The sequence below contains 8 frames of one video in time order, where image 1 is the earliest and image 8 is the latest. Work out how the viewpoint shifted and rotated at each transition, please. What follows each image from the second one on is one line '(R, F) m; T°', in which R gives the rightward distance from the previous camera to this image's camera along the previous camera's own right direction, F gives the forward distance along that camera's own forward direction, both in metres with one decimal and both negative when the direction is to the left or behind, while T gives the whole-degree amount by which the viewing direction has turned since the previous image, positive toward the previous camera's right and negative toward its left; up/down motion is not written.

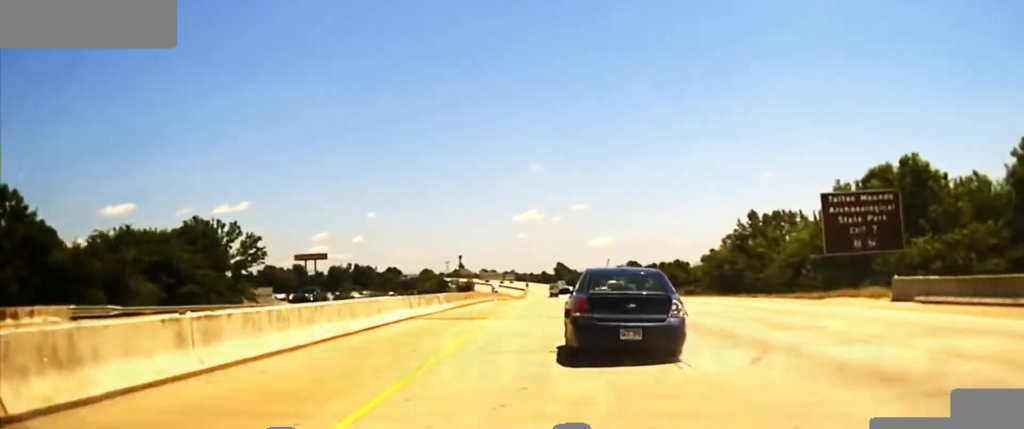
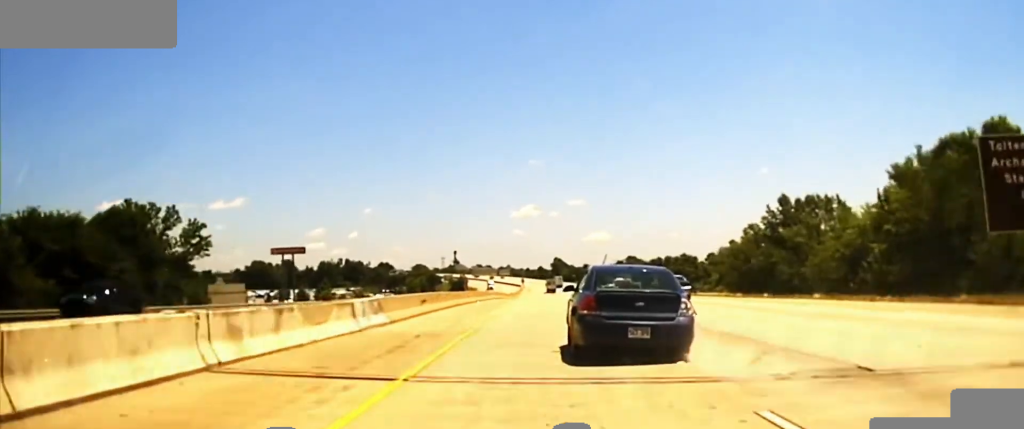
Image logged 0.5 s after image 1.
(-0.2, +18.4) m; 0°
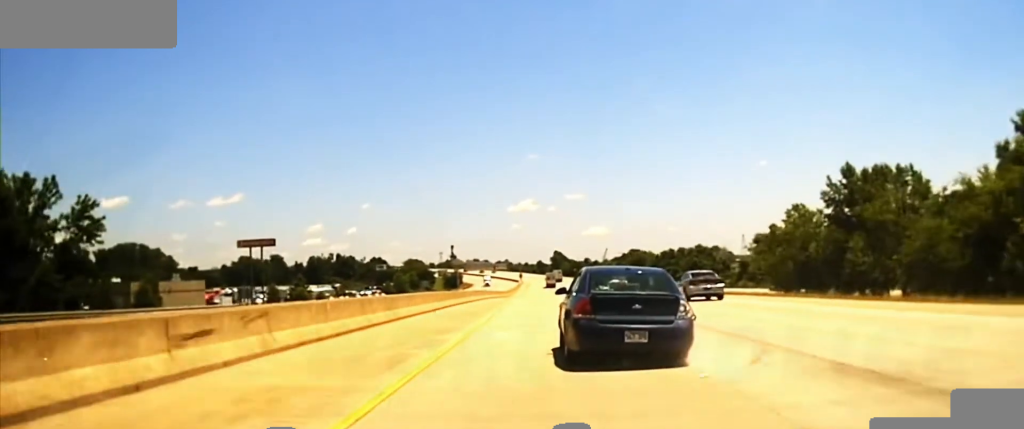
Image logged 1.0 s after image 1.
(+0.1, +19.2) m; 0°
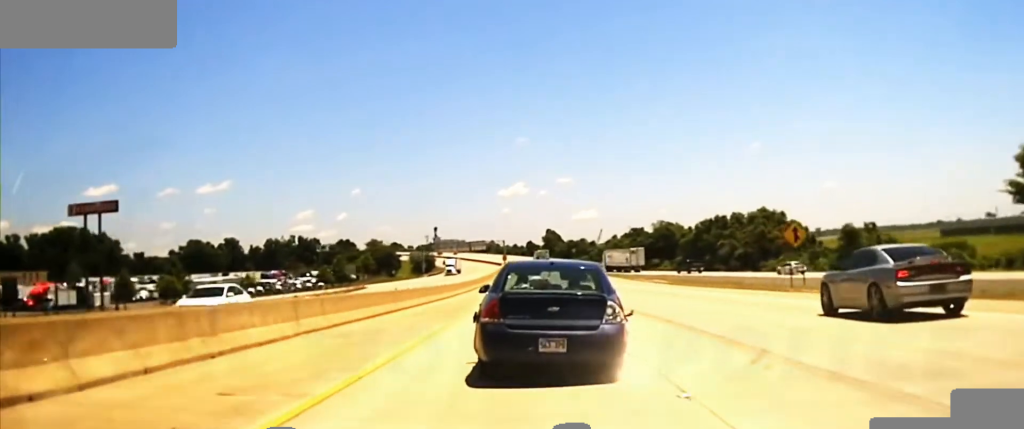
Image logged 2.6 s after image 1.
(+0.1, +62.0) m; 0°
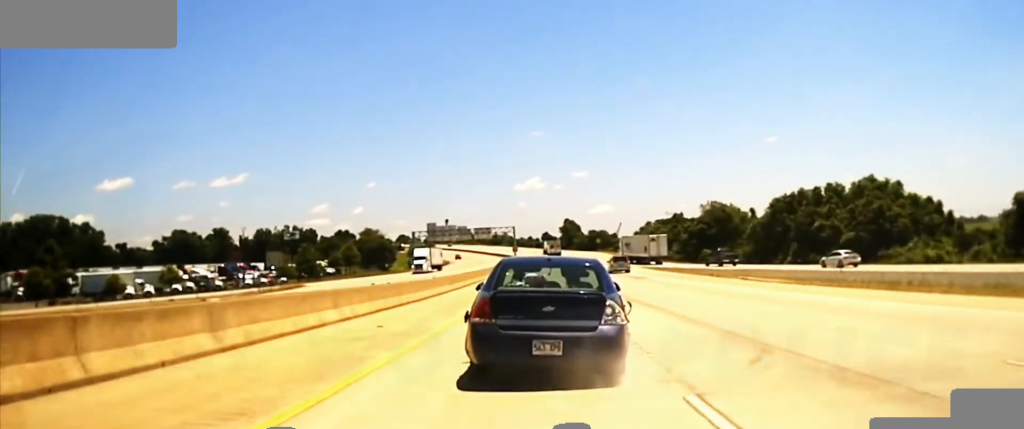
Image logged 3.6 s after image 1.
(-0.3, +47.5) m; 0°
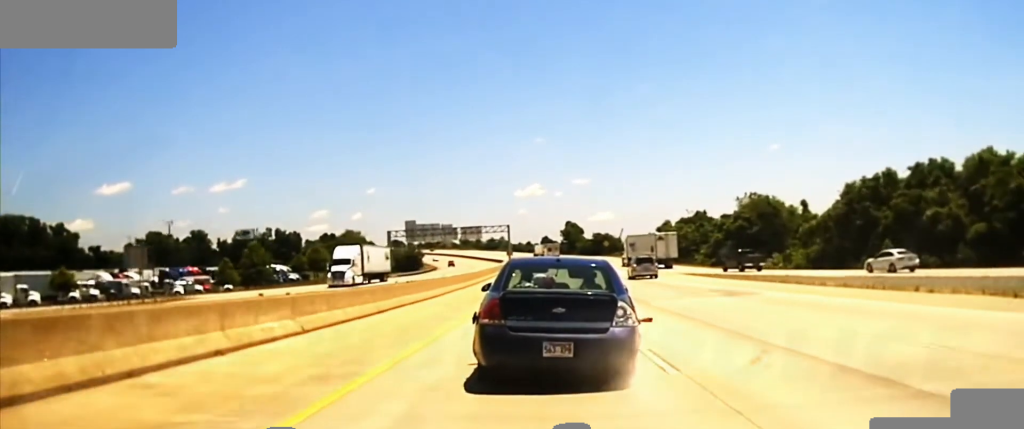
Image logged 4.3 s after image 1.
(0.0, +39.3) m; 0°
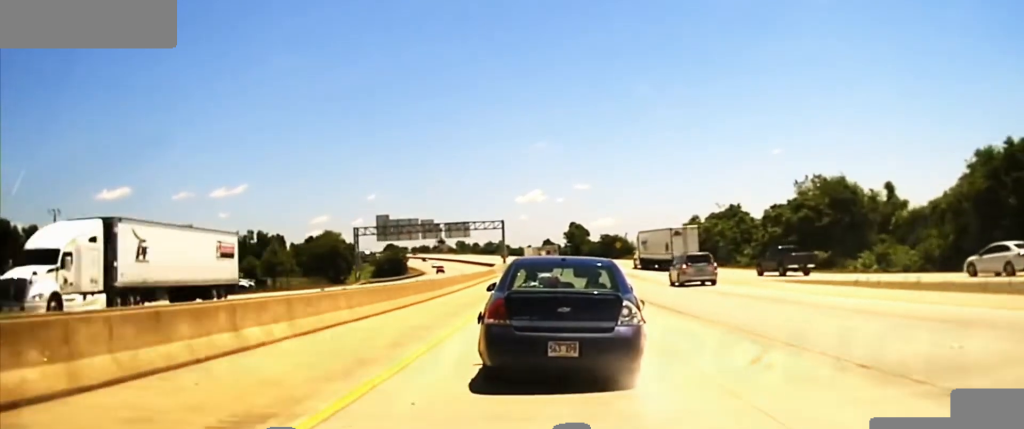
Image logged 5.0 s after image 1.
(-0.1, +37.3) m; 0°
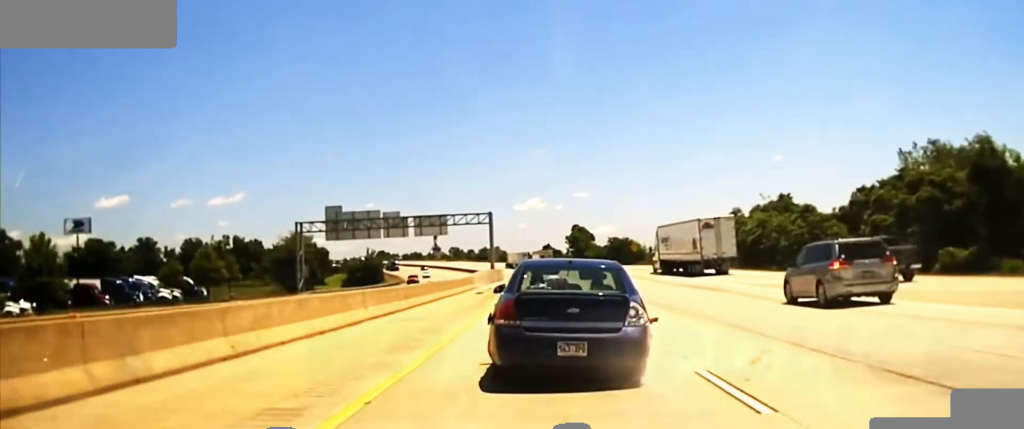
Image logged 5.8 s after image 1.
(-0.1, +39.2) m; 0°
